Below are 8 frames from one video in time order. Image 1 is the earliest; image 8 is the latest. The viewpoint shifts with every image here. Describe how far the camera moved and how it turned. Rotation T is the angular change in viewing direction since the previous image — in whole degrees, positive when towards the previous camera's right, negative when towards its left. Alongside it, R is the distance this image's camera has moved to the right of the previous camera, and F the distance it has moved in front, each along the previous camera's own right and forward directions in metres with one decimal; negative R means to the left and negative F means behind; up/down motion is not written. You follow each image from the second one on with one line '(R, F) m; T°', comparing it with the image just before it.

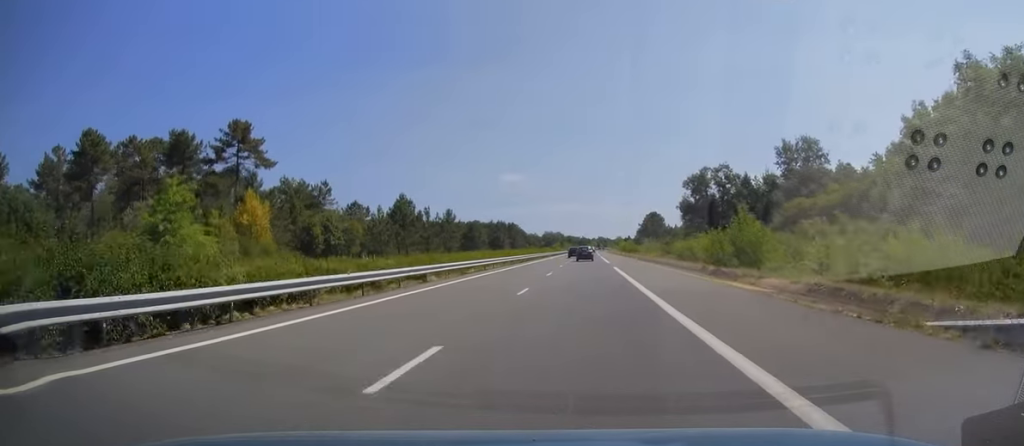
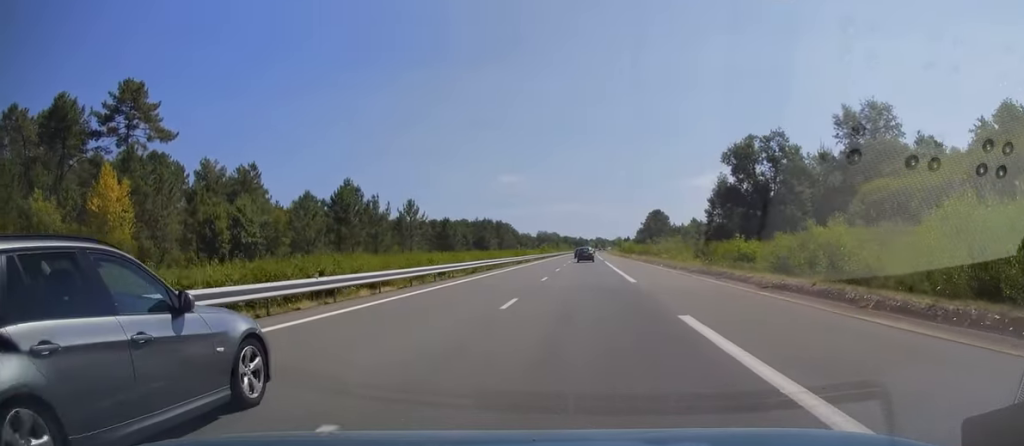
(-0.1, +30.3) m; 0°
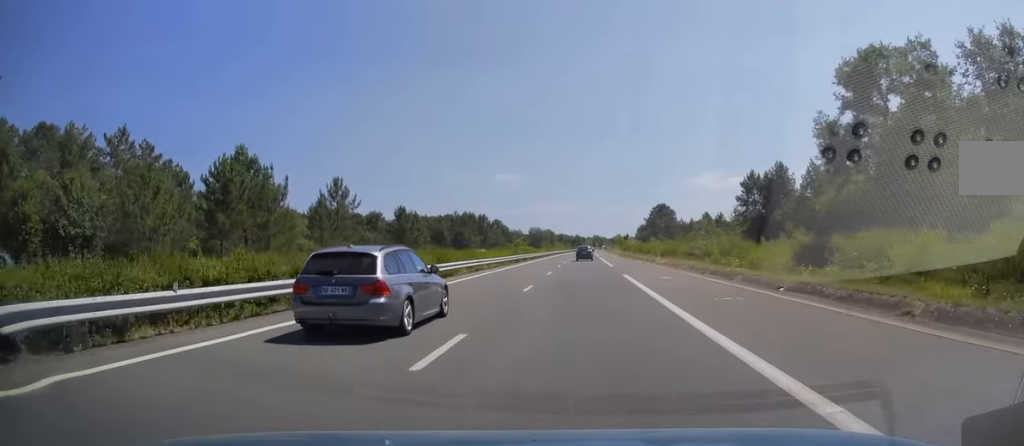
(+0.2, +33.8) m; +1°
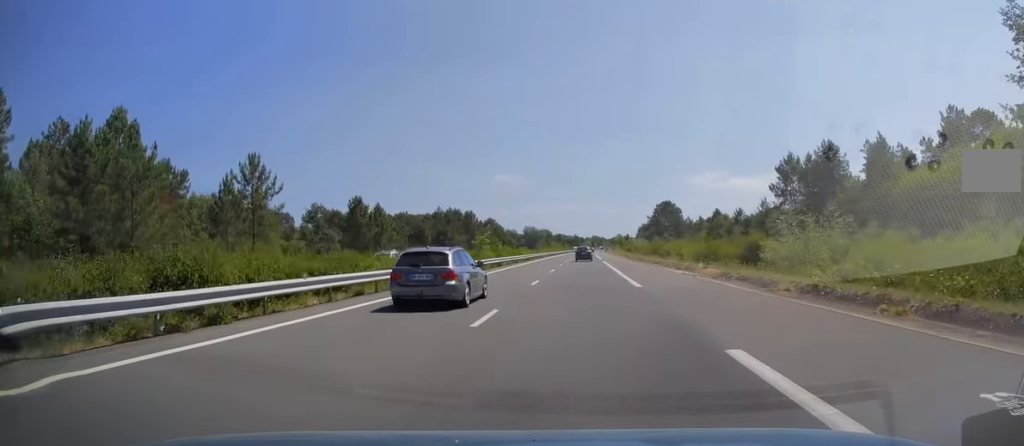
(+0.4, +22.0) m; 0°
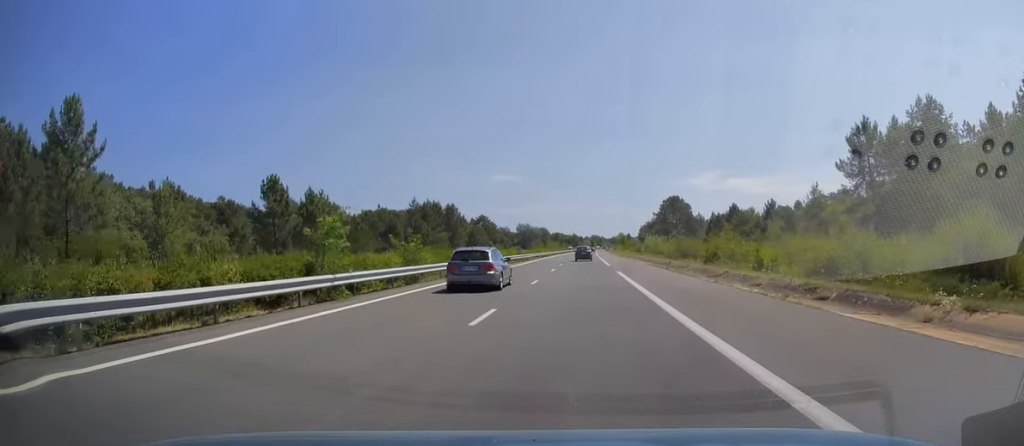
(-0.3, +26.0) m; 0°
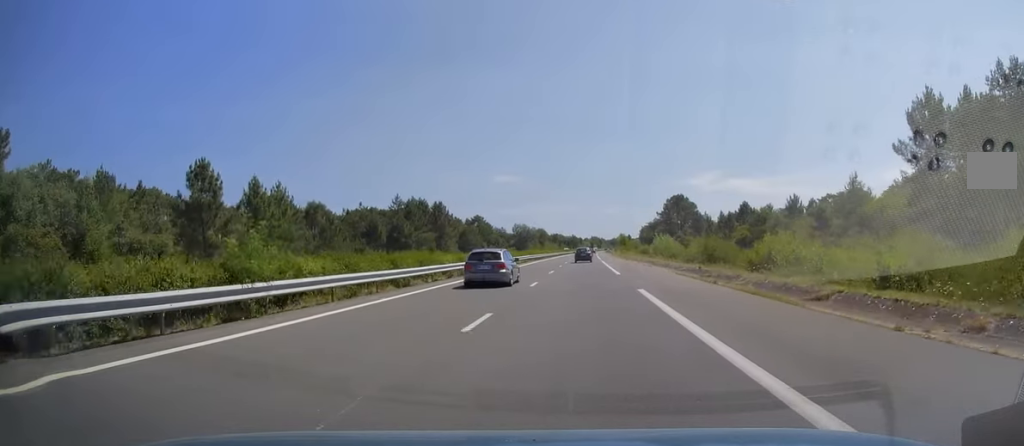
(0.0, +13.8) m; 0°
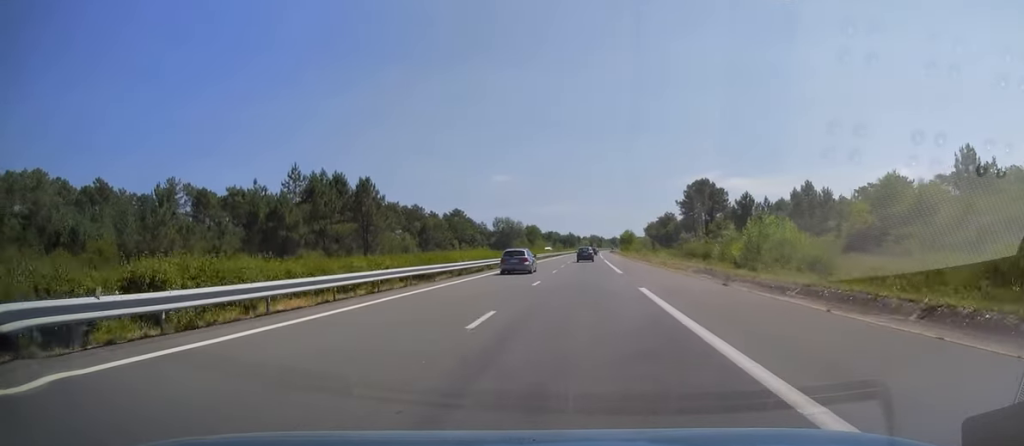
(-0.1, +52.0) m; 0°
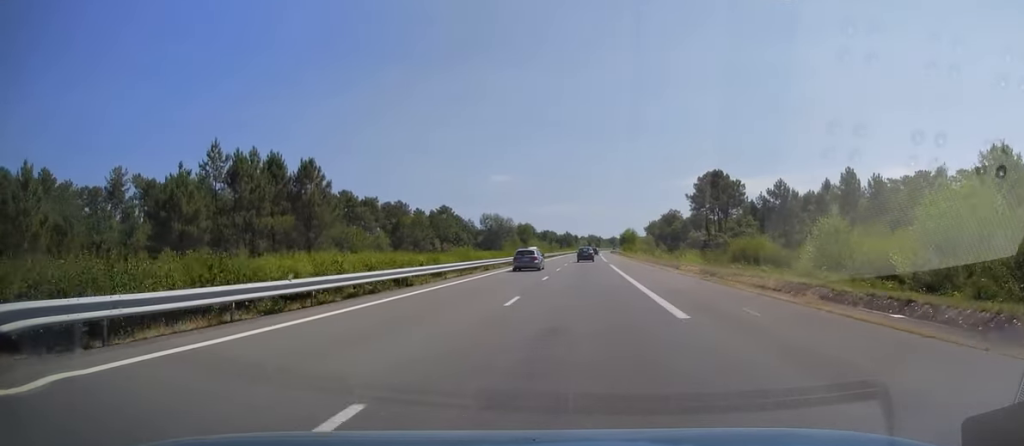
(+0.3, +21.6) m; 0°
